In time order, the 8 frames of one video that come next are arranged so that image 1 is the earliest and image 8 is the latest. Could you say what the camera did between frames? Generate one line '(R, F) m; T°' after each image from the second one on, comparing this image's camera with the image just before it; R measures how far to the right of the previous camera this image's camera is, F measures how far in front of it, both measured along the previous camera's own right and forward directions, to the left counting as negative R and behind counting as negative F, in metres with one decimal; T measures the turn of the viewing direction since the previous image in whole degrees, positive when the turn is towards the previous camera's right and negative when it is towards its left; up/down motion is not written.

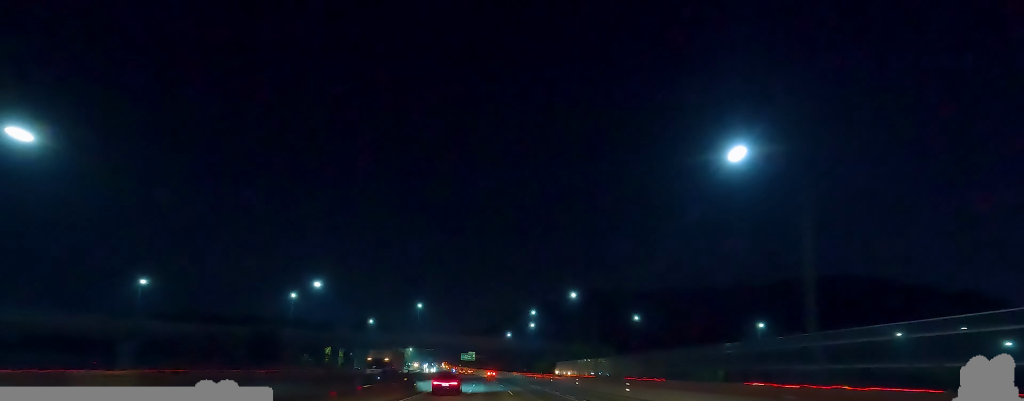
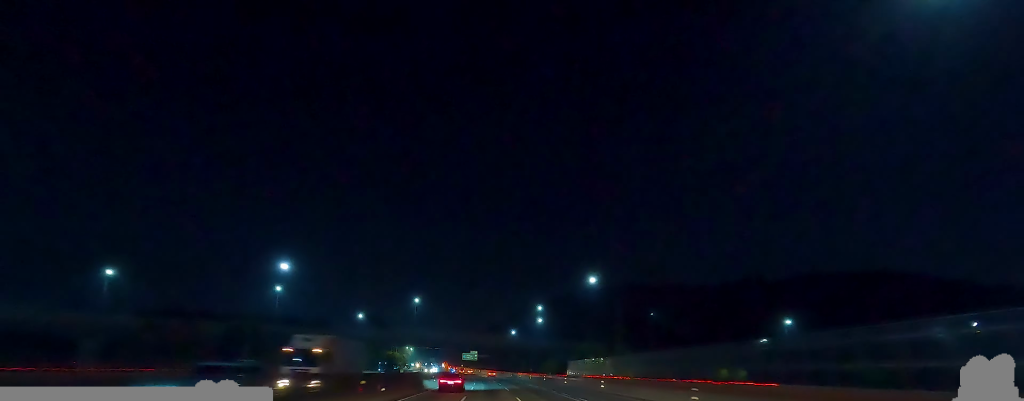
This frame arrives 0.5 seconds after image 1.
(+0.7, +12.6) m; 0°
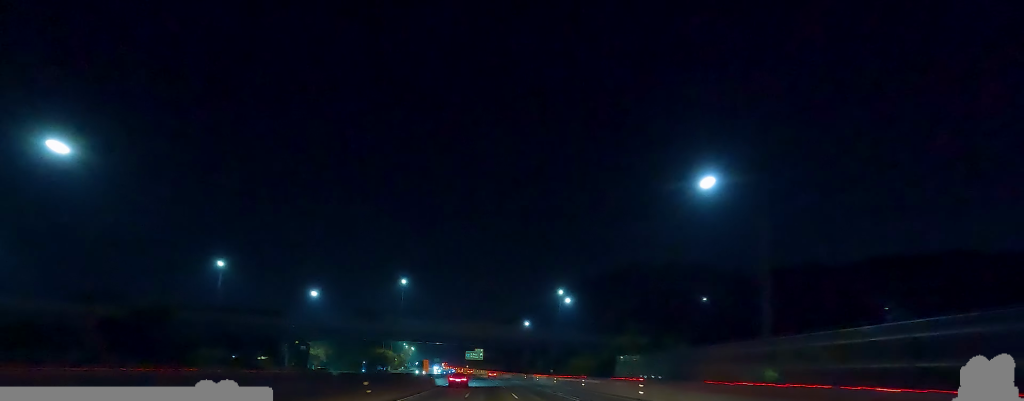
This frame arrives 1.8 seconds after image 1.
(-0.6, +32.5) m; -3°
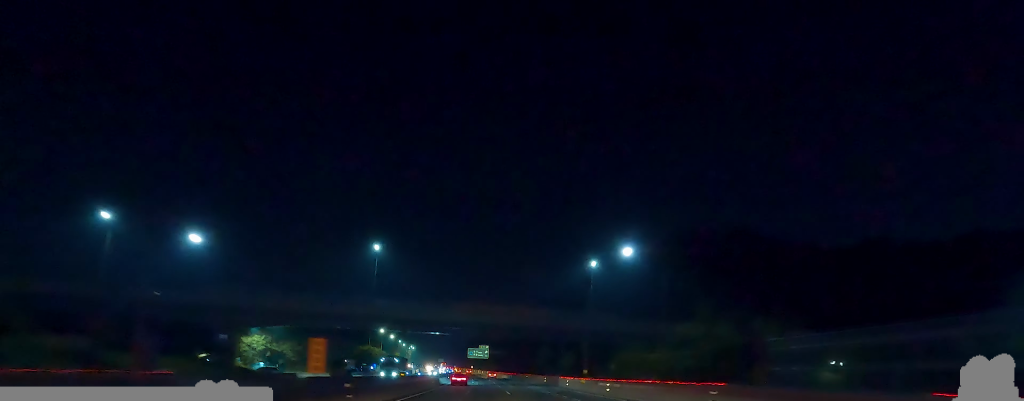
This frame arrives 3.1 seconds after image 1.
(+0.4, +32.9) m; +2°
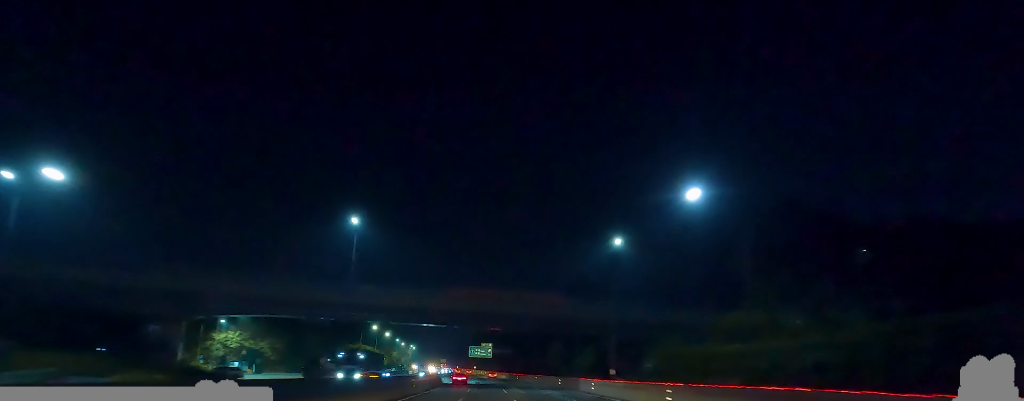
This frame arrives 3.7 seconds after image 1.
(+0.9, +15.3) m; 0°
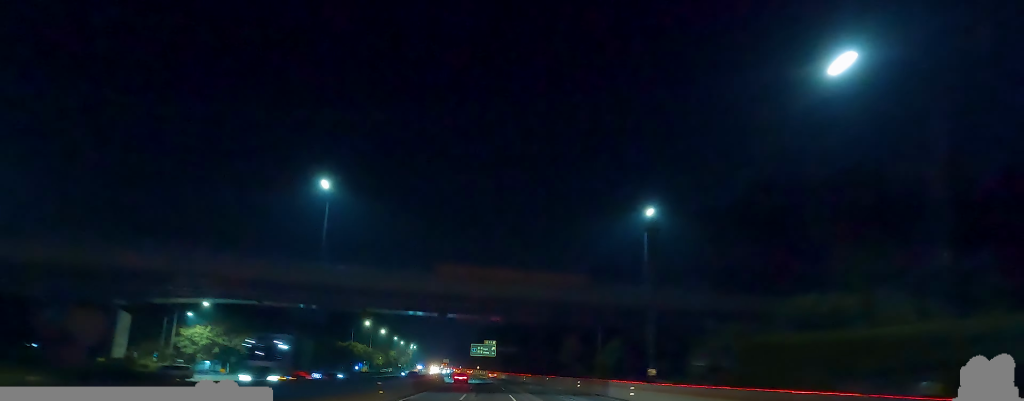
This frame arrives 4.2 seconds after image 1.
(-0.5, +13.6) m; -1°
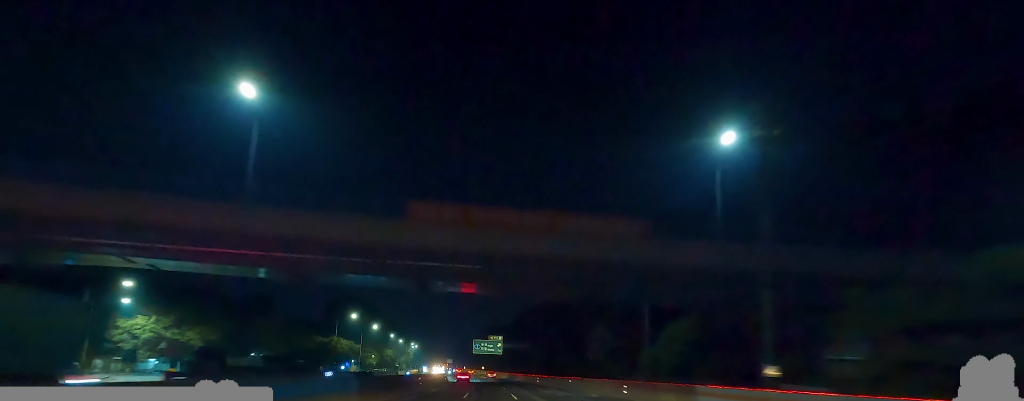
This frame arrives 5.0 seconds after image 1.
(-0.6, +18.8) m; -2°
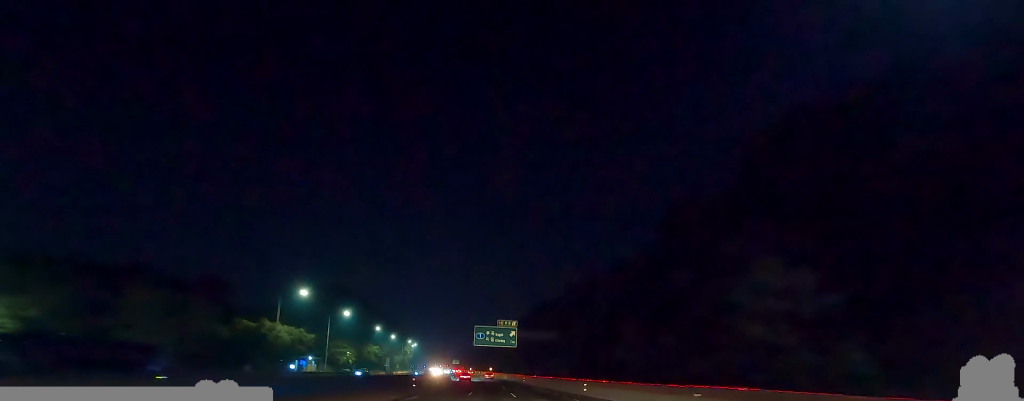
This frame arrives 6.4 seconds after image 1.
(-0.1, +36.4) m; 0°
